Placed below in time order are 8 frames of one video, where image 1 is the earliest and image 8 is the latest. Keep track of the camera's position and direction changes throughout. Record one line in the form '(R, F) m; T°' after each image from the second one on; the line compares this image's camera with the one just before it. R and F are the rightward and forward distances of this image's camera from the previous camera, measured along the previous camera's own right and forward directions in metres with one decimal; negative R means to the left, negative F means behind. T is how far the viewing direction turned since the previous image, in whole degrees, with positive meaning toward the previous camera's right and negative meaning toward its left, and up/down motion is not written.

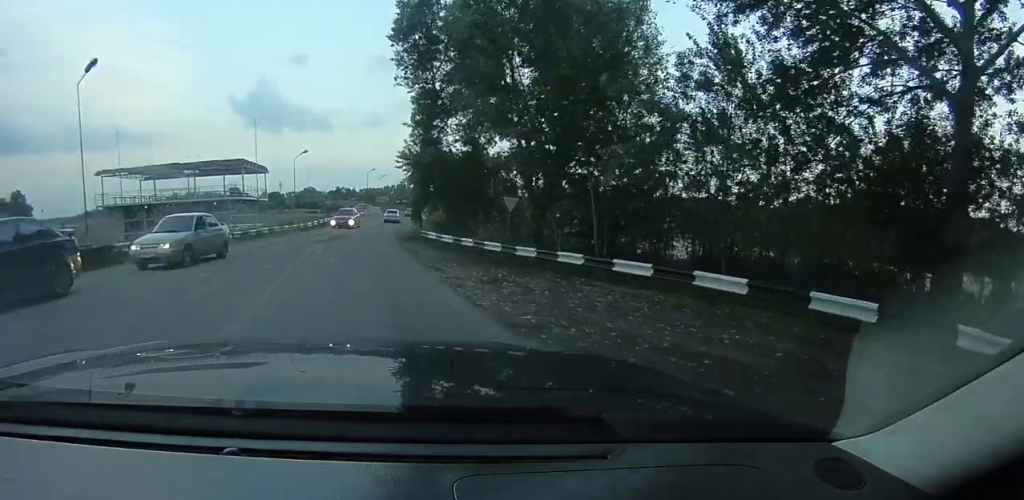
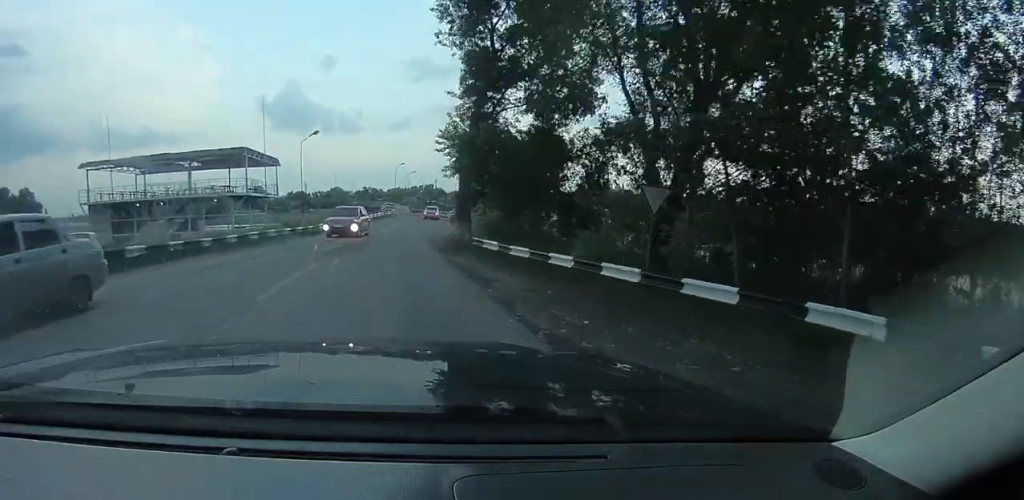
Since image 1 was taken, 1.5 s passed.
(+0.1, +7.9) m; +2°
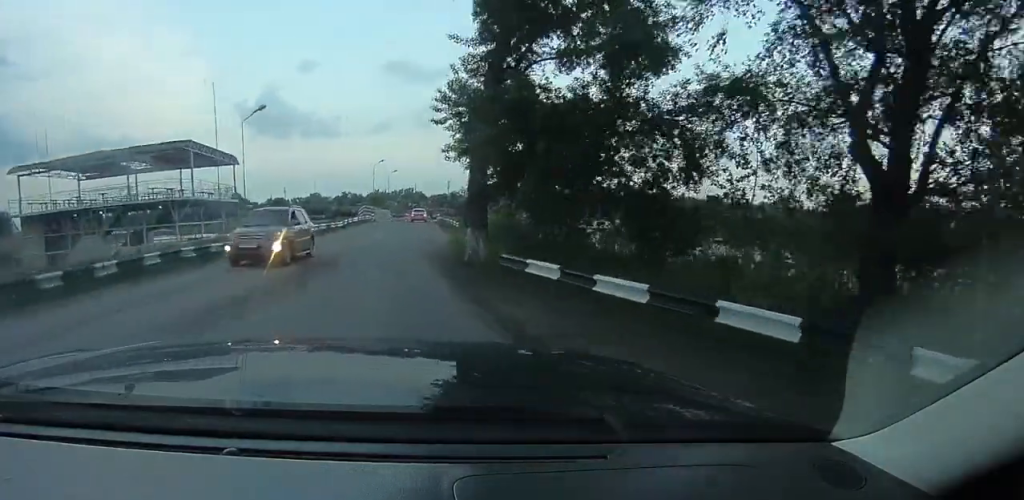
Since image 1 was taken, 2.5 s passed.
(0.0, +6.2) m; 0°
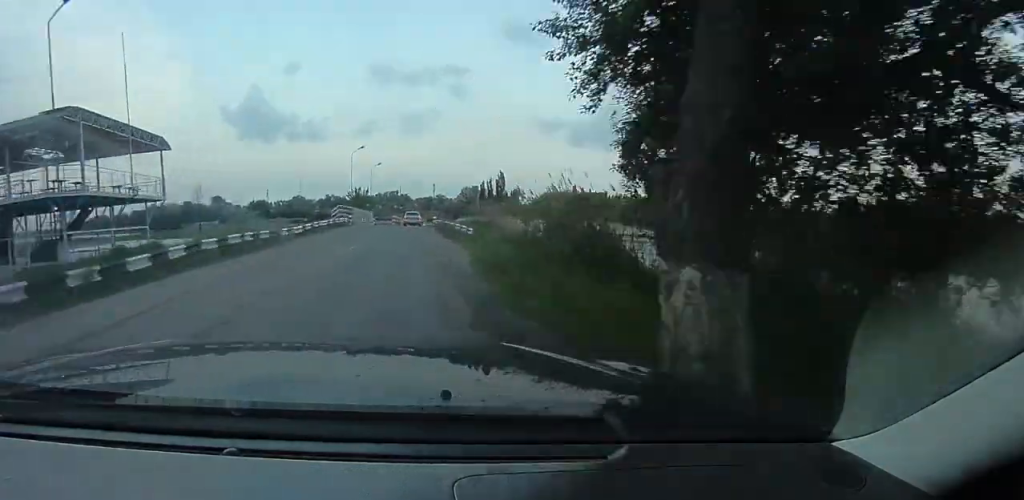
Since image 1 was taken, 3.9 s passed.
(0.0, +9.5) m; 0°
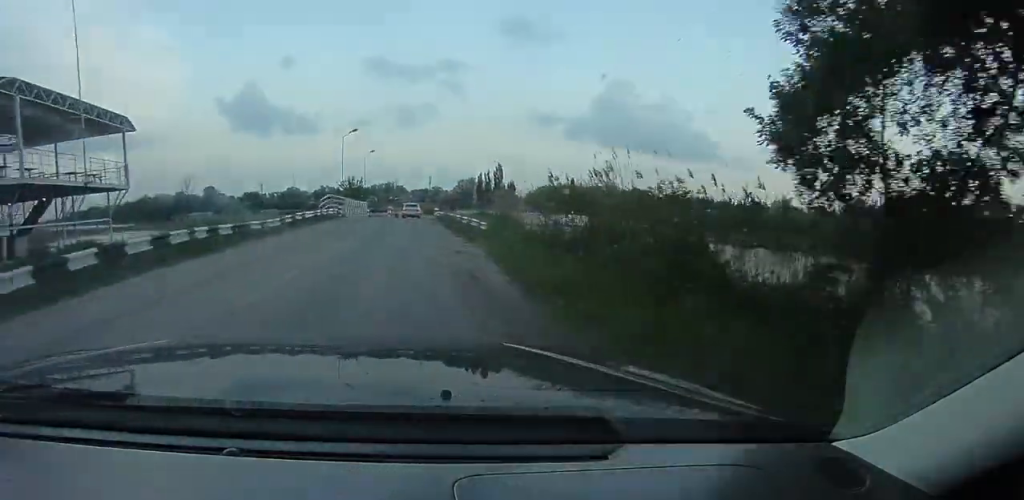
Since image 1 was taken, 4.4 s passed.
(0.0, +4.3) m; 0°
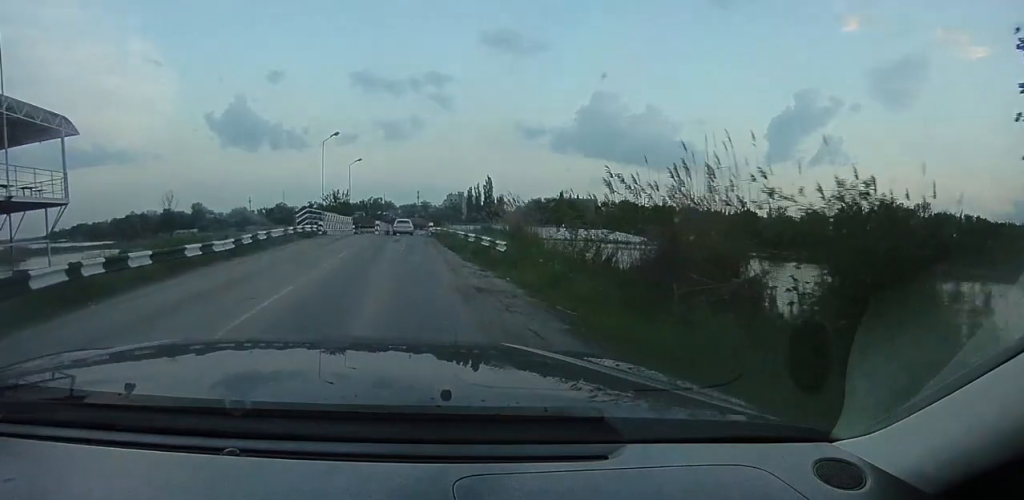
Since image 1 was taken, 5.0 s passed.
(0.0, +5.7) m; 0°
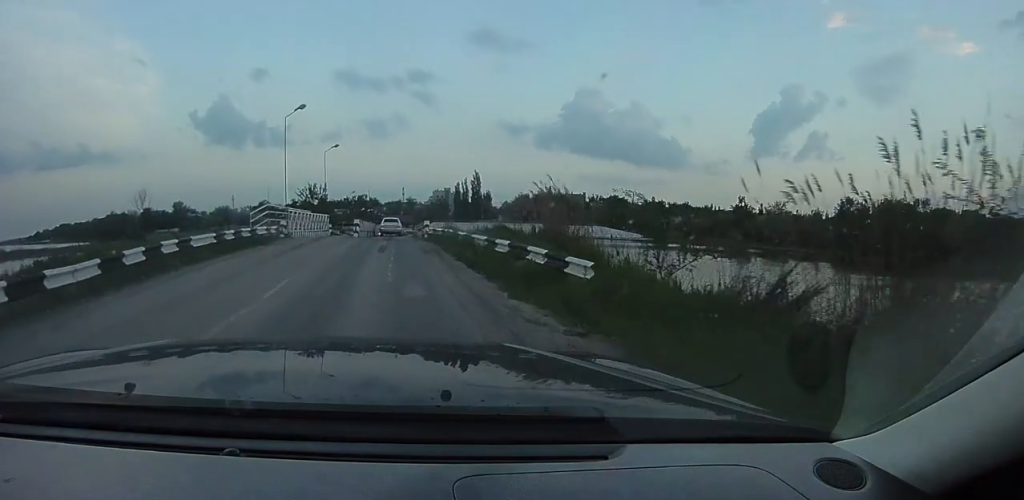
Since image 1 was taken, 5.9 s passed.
(0.0, +8.7) m; 0°
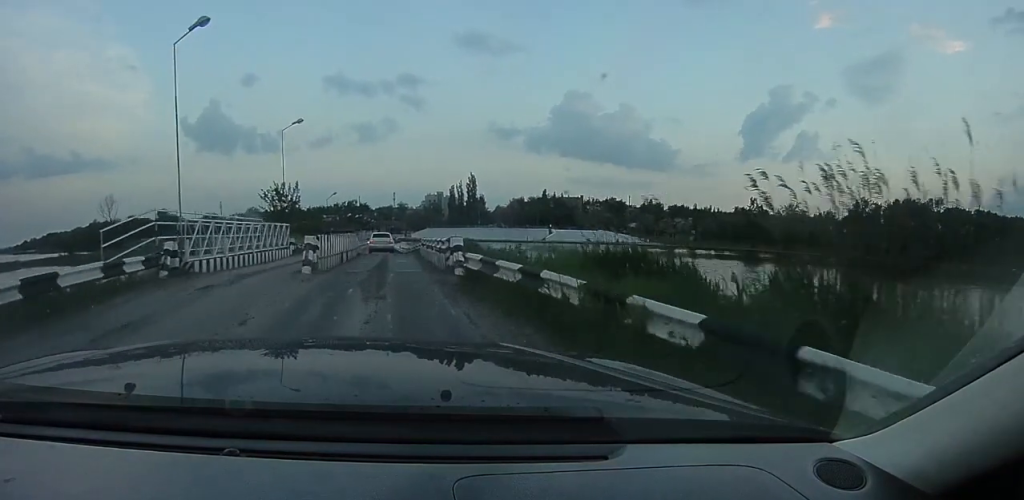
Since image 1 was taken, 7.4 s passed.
(+0.2, +15.2) m; +2°
